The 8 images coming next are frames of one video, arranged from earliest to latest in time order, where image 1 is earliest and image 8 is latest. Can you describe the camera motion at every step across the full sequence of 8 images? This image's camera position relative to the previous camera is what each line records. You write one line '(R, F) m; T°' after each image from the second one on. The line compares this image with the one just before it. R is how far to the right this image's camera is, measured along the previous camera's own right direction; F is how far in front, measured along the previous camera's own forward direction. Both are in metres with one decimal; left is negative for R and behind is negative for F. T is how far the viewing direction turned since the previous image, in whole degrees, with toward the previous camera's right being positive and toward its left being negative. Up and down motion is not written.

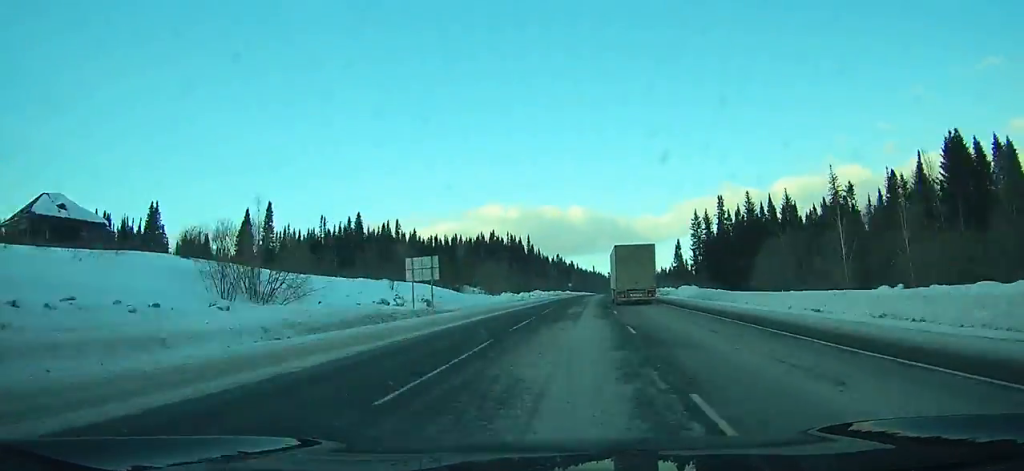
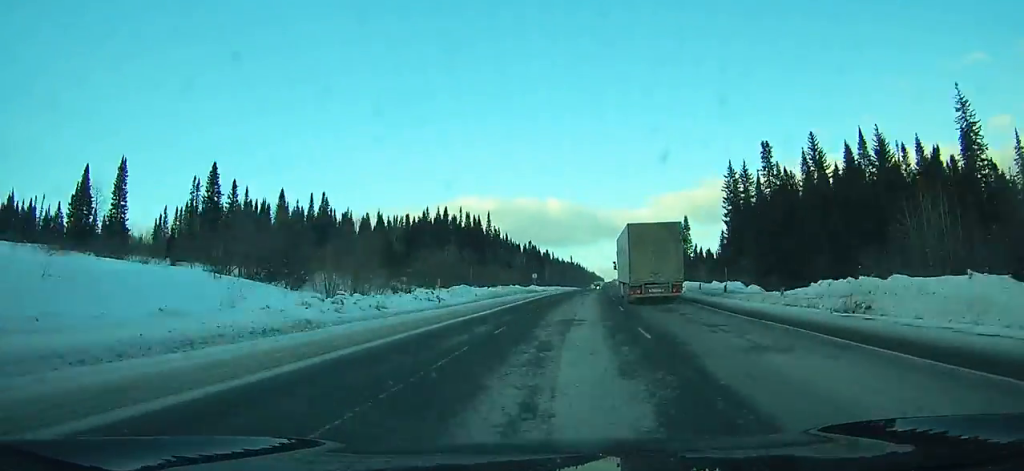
(+1.1, +50.4) m; +2°
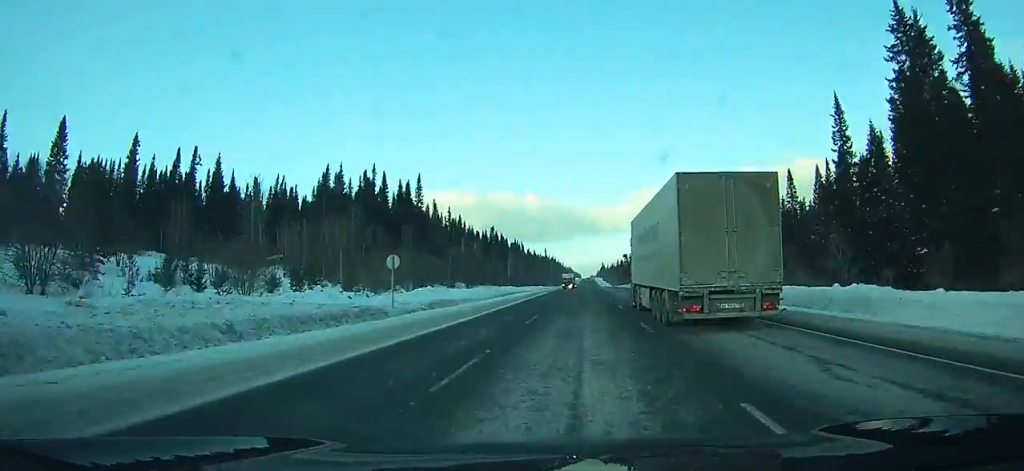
(+1.0, +58.2) m; +2°
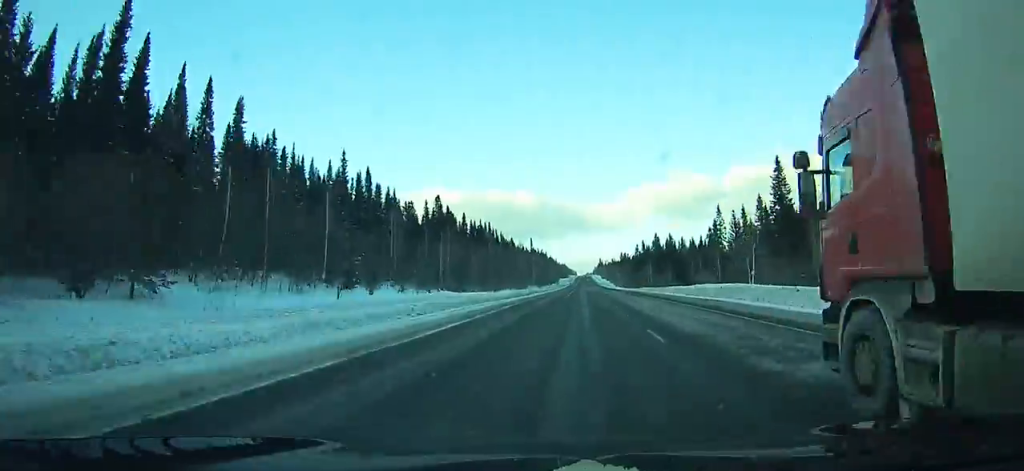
(+1.6, +85.5) m; +2°
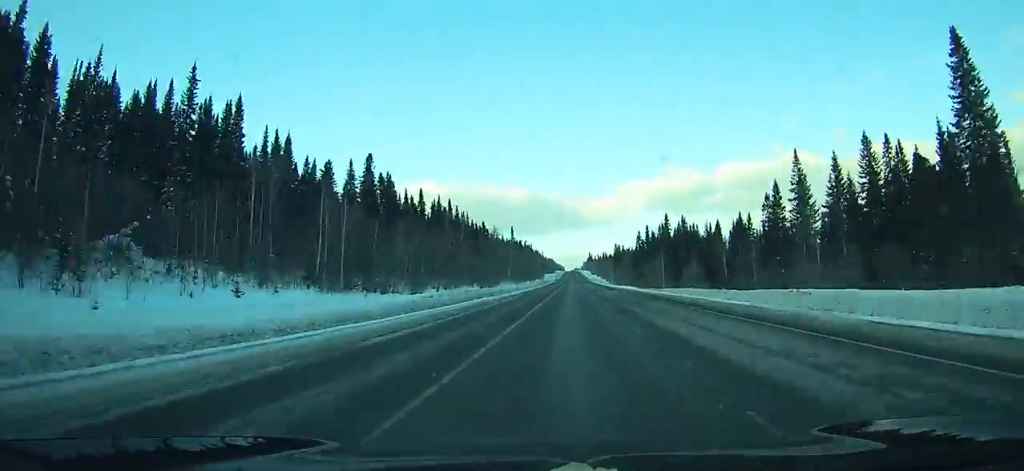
(+0.7, +46.2) m; +1°
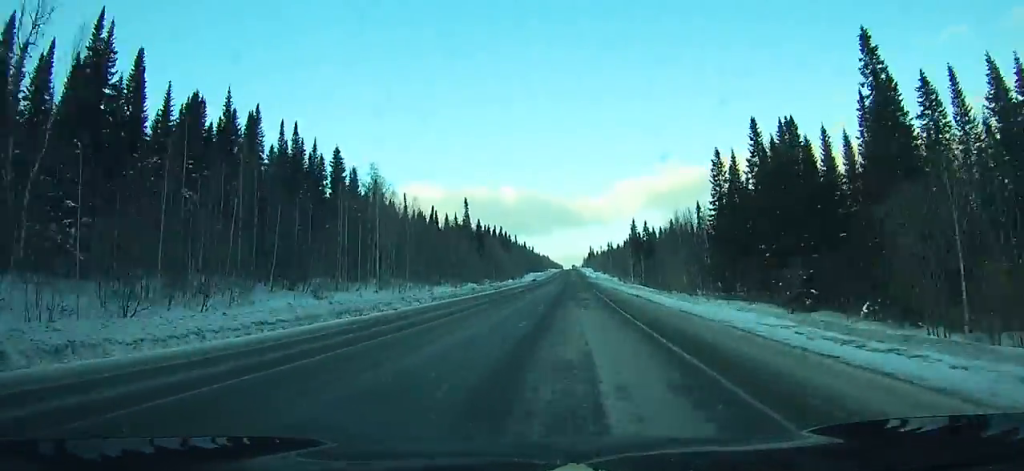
(+0.2, +113.8) m; 0°
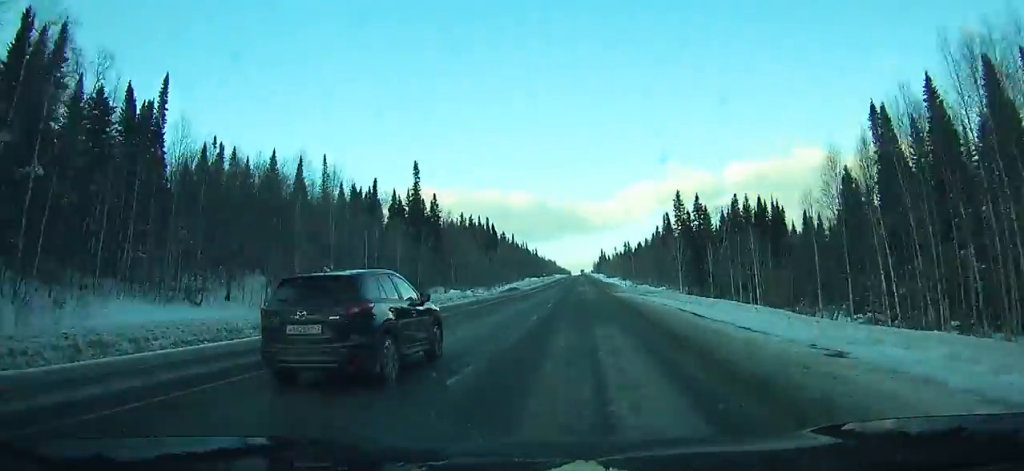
(-0.4, +68.3) m; 0°
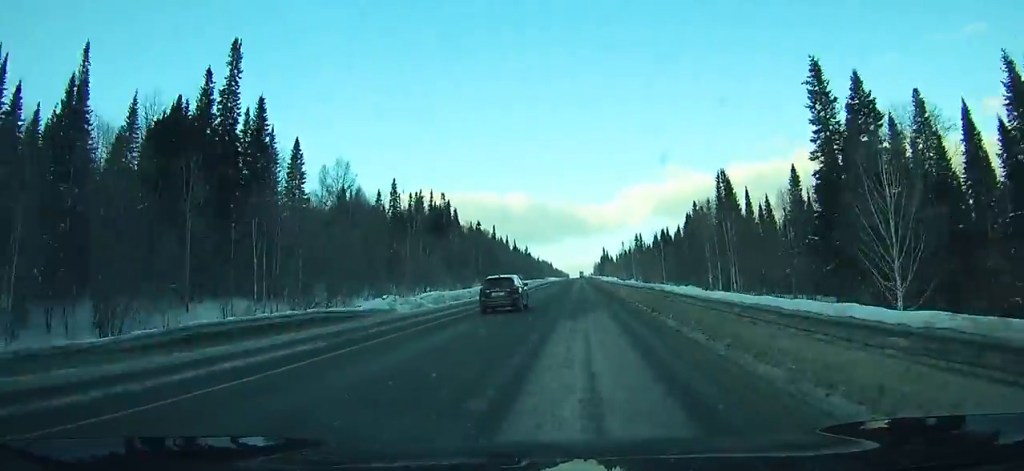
(-0.3, +69.2) m; 0°
